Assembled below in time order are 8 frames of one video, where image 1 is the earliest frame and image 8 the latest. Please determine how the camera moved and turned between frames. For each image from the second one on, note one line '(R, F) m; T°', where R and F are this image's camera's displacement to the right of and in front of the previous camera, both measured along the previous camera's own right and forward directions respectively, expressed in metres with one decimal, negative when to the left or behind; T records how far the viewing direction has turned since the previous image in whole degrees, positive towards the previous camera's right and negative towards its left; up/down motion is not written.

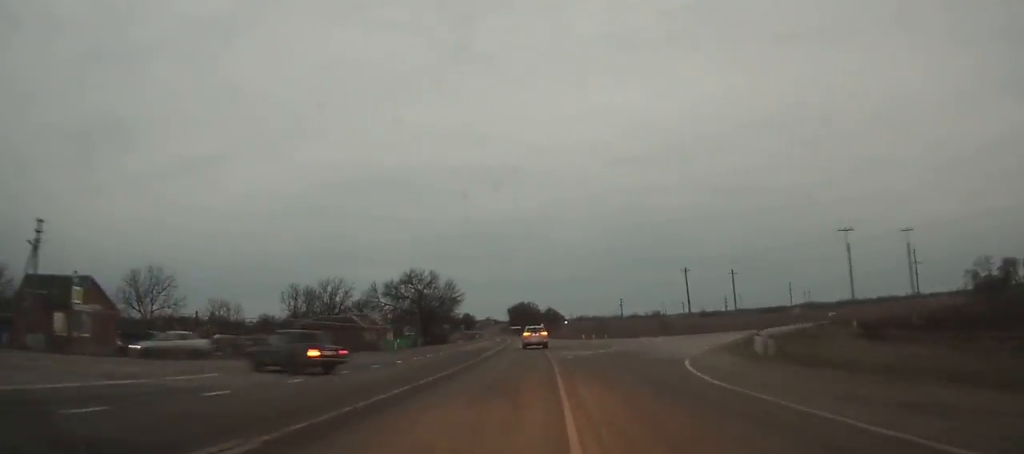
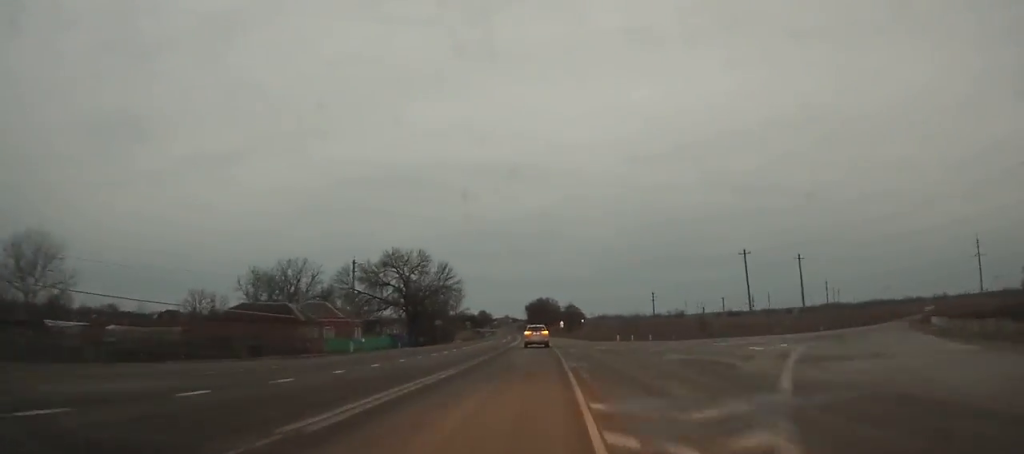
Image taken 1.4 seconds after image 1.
(-0.7, +26.4) m; -2°
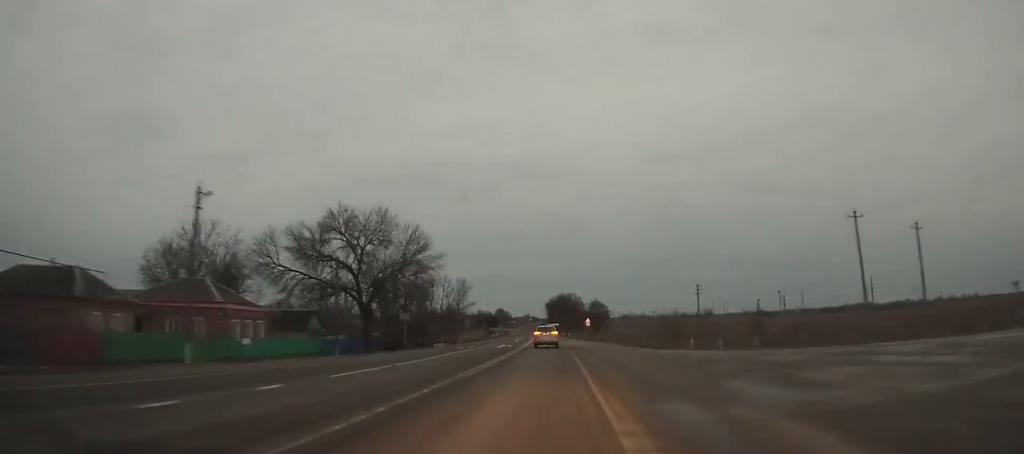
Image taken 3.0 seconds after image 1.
(-0.5, +30.4) m; -1°
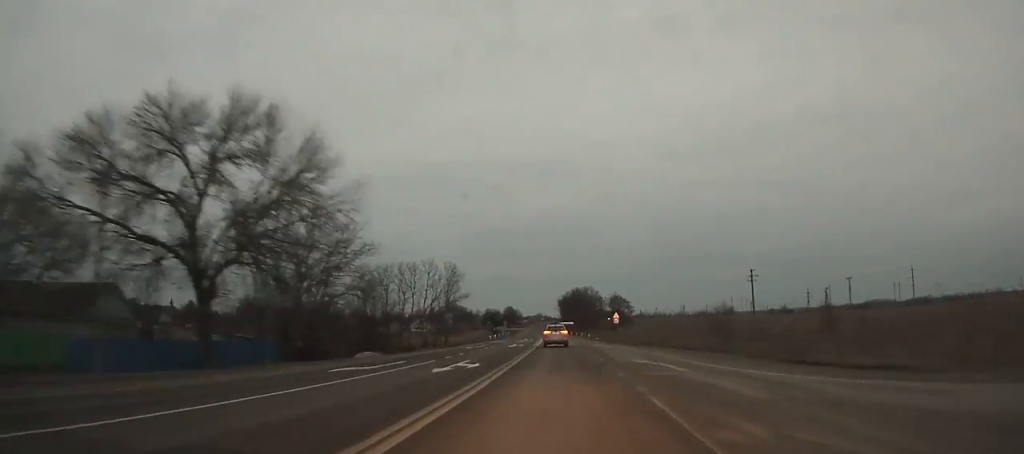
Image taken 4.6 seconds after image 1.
(-0.5, +31.0) m; -1°
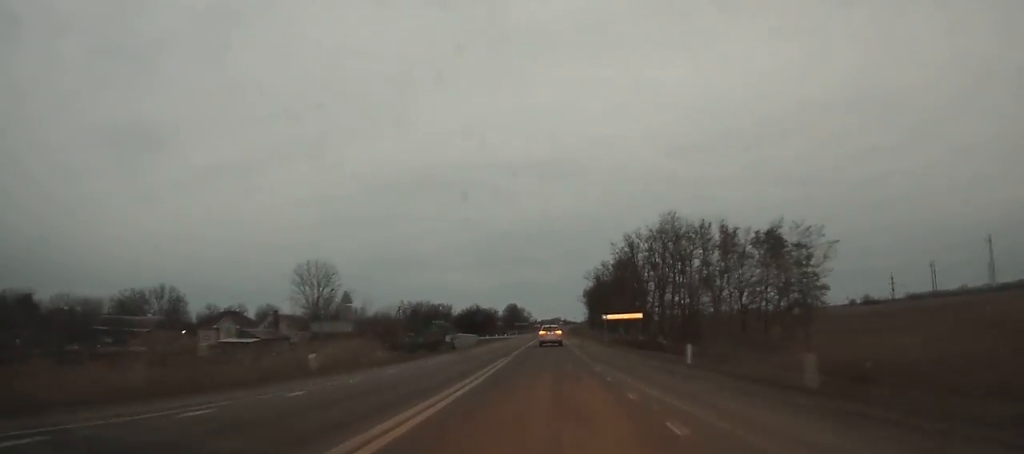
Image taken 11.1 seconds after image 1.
(-2.2, +131.2) m; -2°
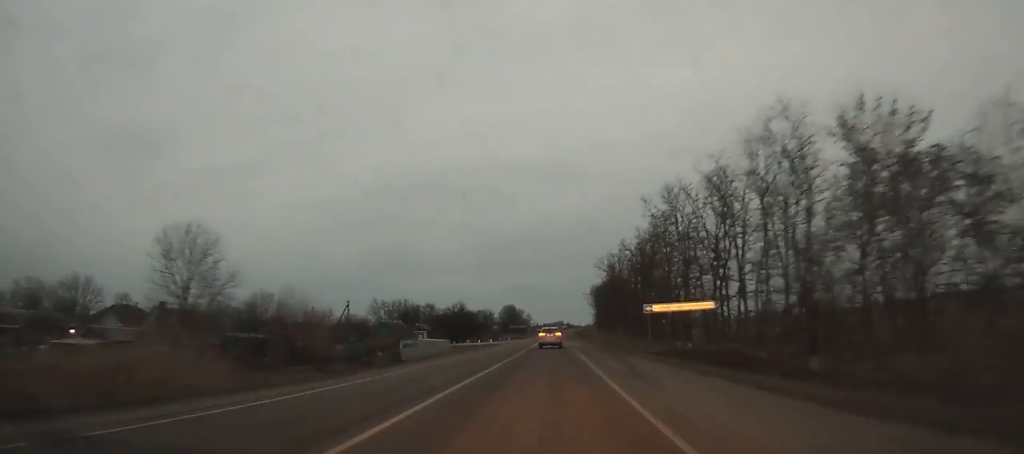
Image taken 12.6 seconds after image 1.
(0.0, +31.6) m; 0°
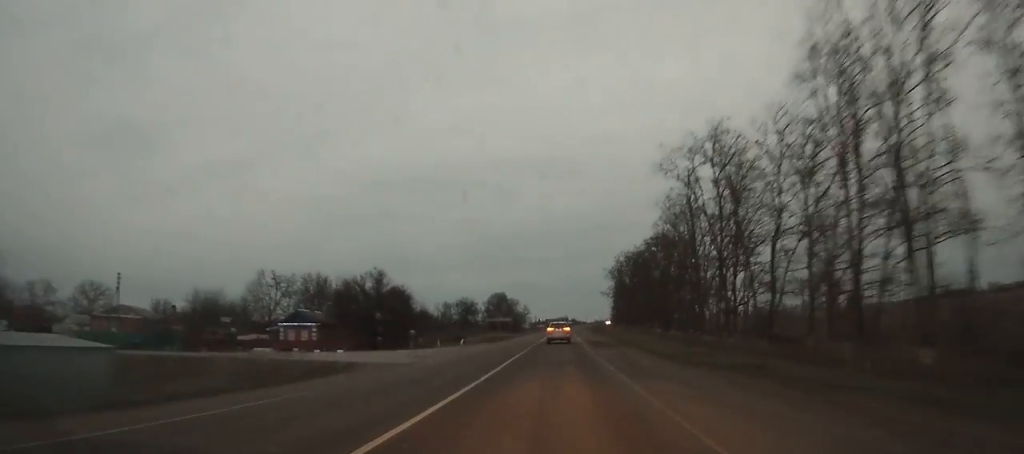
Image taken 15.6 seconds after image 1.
(0.0, +63.8) m; 0°
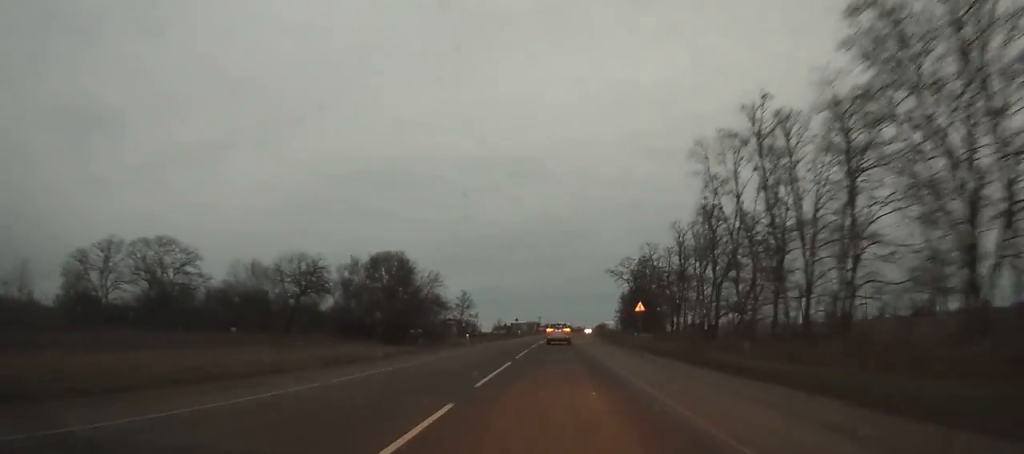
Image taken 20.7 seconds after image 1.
(+1.4, +109.6) m; +3°
